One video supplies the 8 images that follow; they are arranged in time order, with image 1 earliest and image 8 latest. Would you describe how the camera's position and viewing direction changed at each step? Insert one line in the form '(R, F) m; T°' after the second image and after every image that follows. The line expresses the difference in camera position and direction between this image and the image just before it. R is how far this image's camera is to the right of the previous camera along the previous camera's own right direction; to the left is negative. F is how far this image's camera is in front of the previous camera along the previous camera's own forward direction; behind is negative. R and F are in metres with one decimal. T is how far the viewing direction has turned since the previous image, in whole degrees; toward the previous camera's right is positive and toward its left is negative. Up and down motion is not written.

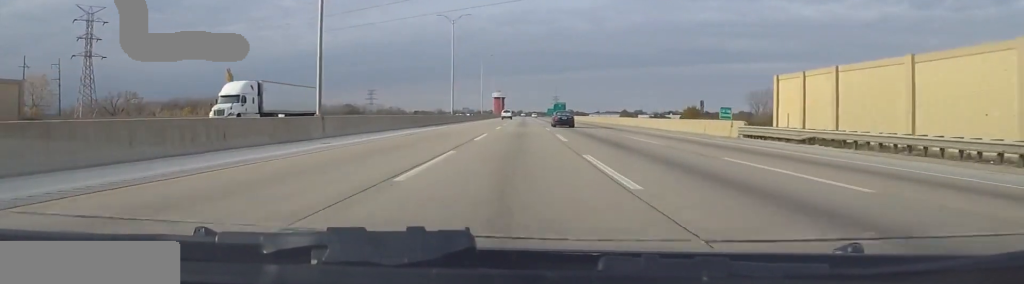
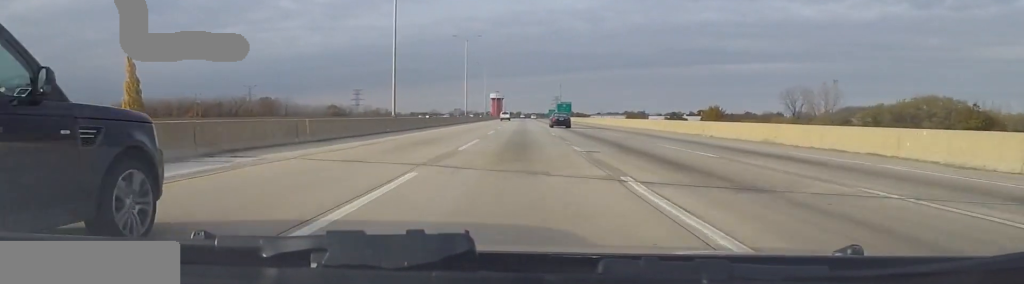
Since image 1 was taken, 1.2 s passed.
(+0.4, +39.4) m; 0°
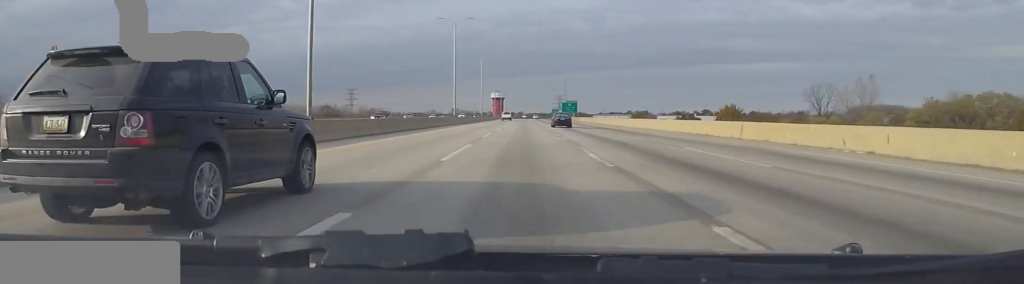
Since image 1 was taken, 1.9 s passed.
(-0.4, +19.9) m; +1°
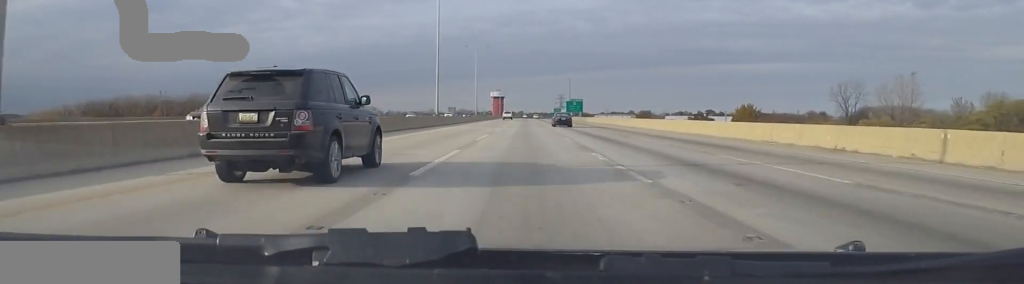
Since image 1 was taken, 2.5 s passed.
(+0.4, +19.3) m; +1°
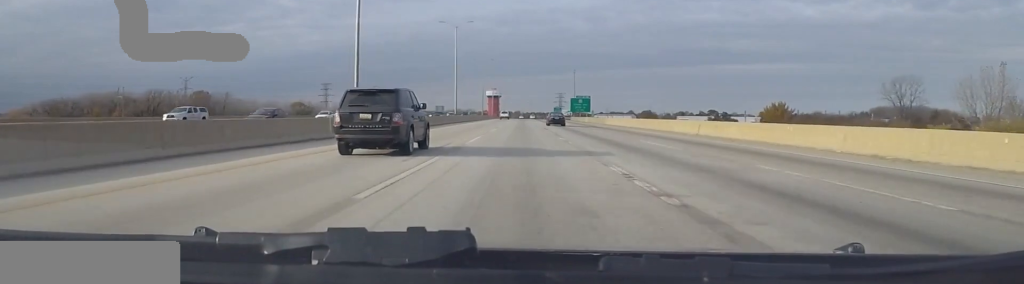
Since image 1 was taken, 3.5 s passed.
(+0.4, +34.5) m; -1°
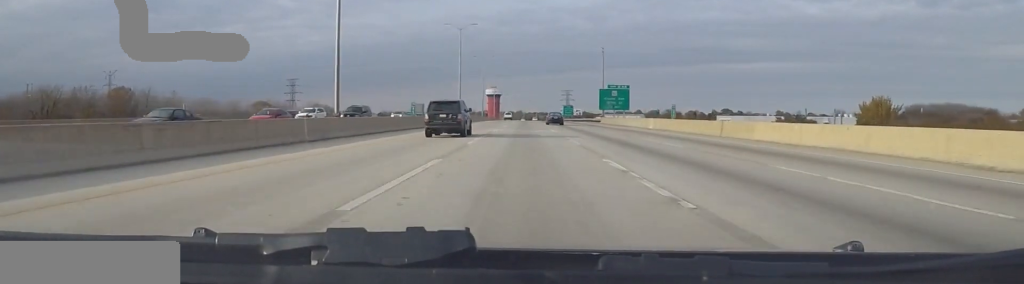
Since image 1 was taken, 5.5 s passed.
(-1.6, +63.9) m; -1°
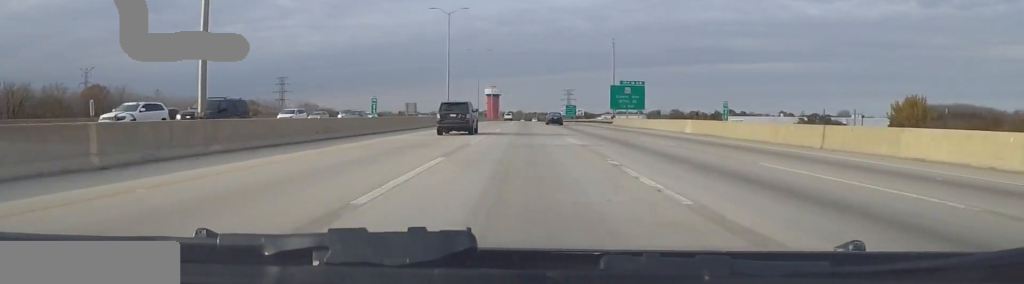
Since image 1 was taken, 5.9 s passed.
(0.0, +14.6) m; +1°
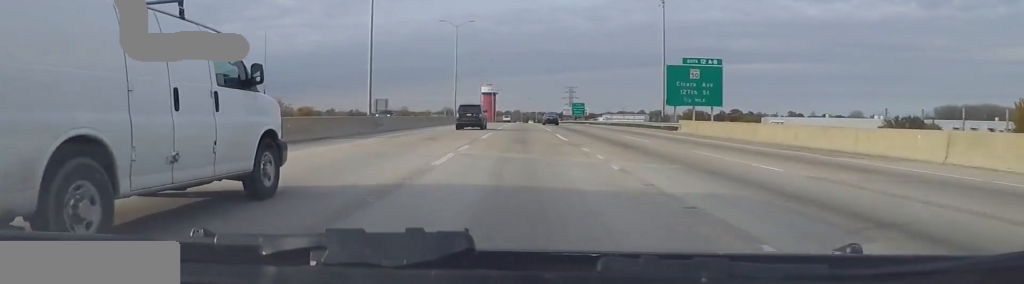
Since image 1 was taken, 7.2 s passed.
(+0.3, +38.4) m; -1°
